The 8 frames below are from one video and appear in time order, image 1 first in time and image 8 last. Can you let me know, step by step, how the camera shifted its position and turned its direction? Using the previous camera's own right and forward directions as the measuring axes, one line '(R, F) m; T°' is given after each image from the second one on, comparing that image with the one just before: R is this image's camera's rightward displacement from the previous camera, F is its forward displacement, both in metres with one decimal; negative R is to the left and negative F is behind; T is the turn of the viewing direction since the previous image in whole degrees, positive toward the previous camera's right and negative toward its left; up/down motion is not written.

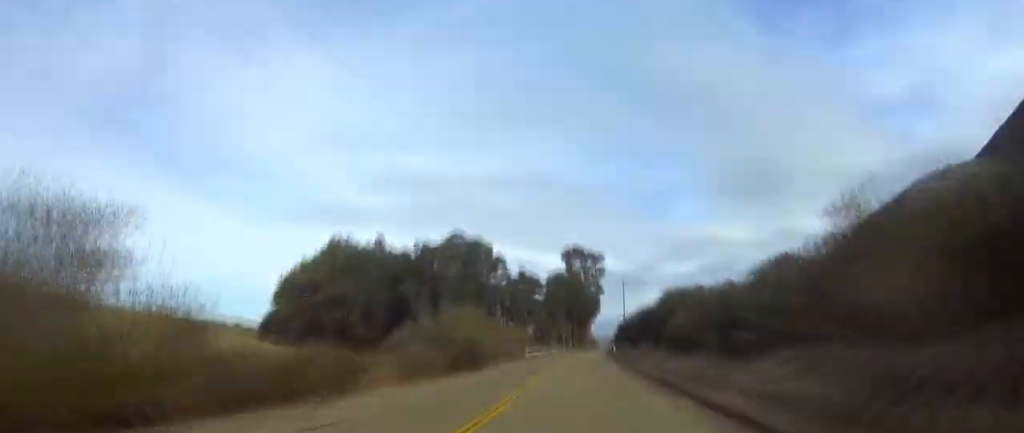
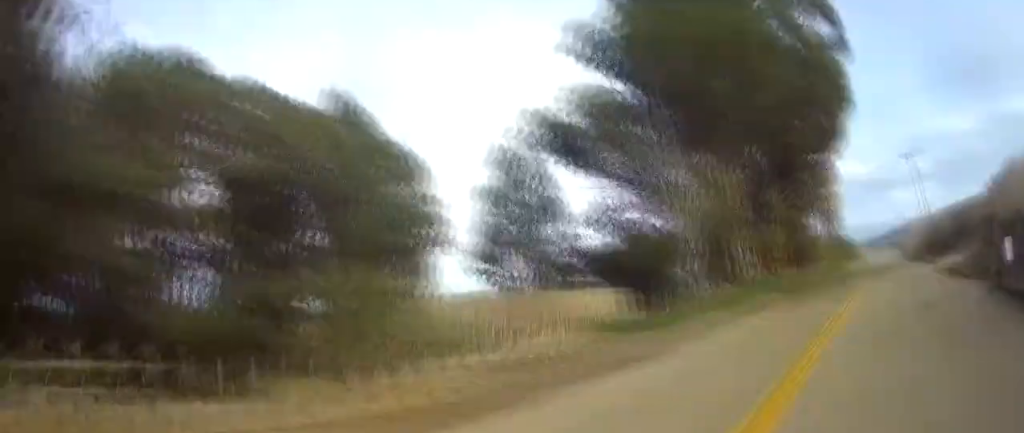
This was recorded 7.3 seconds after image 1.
(+1.0, +152.1) m; +3°
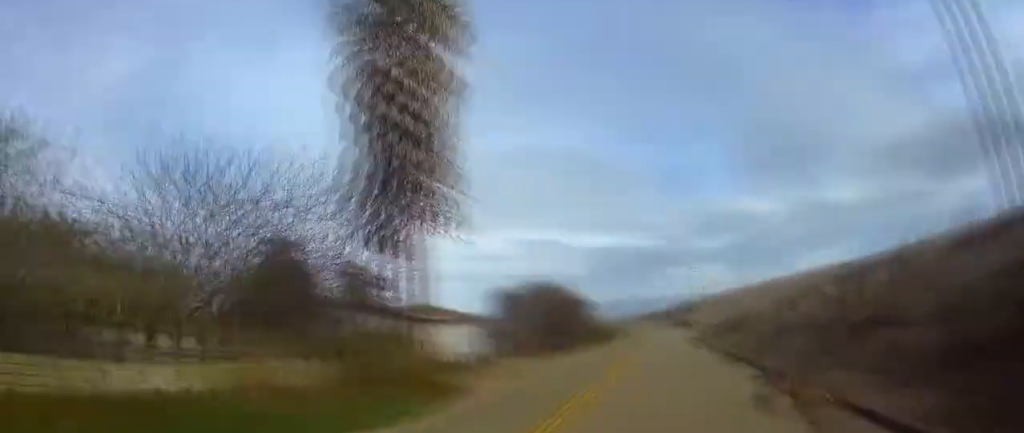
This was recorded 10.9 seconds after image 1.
(+1.8, +73.7) m; +1°
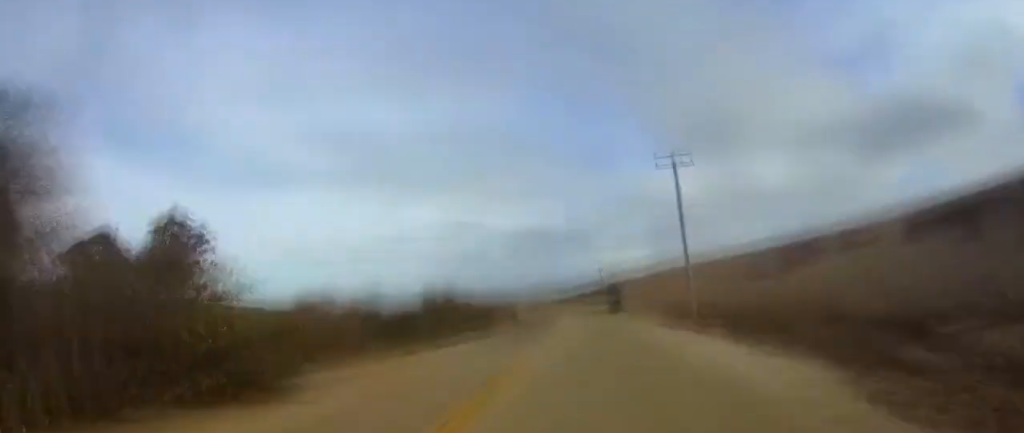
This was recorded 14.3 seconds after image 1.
(-0.1, +68.2) m; -1°
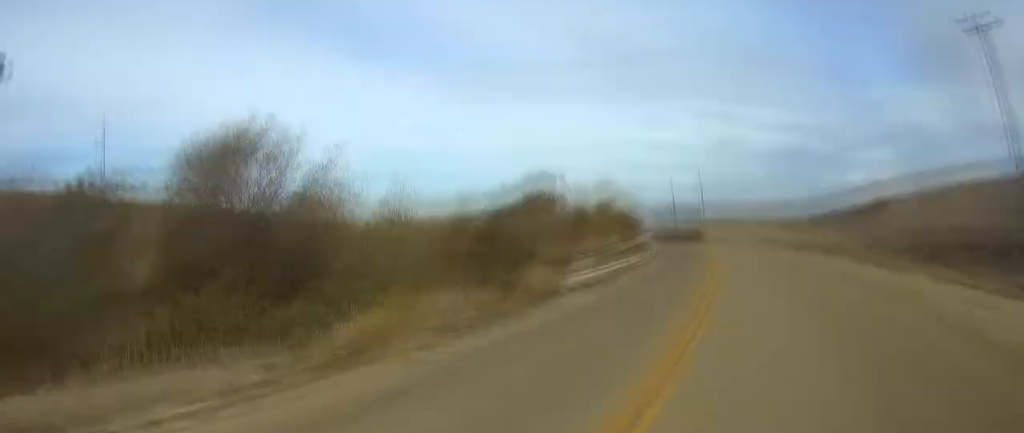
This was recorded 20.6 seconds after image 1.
(-7.3, +130.1) m; -10°
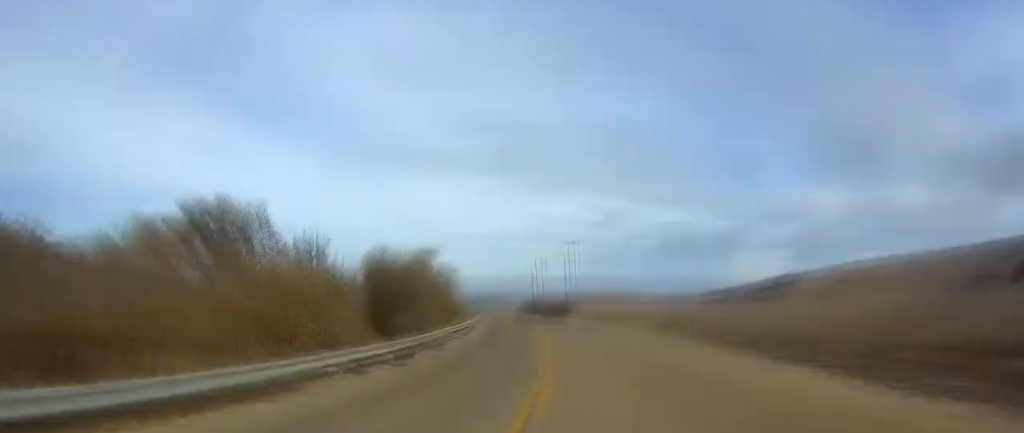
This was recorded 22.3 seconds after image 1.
(-1.2, +36.7) m; -3°
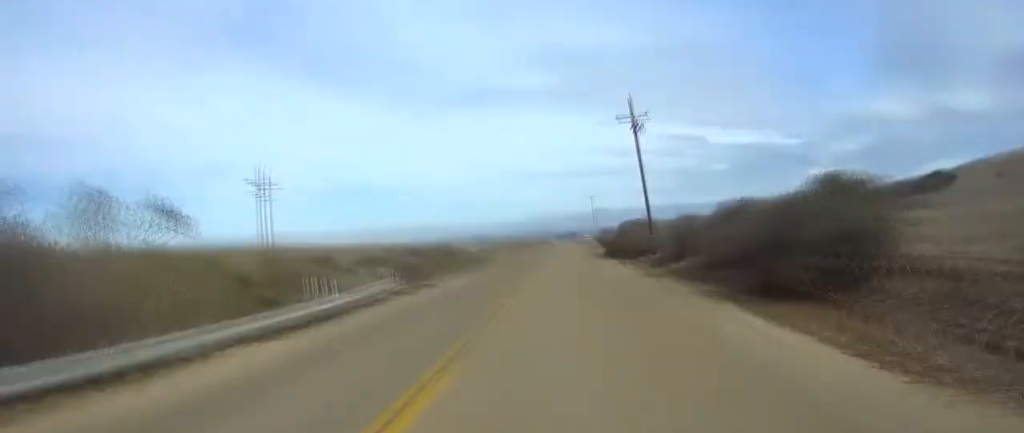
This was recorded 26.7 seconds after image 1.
(-7.3, +94.2) m; -6°
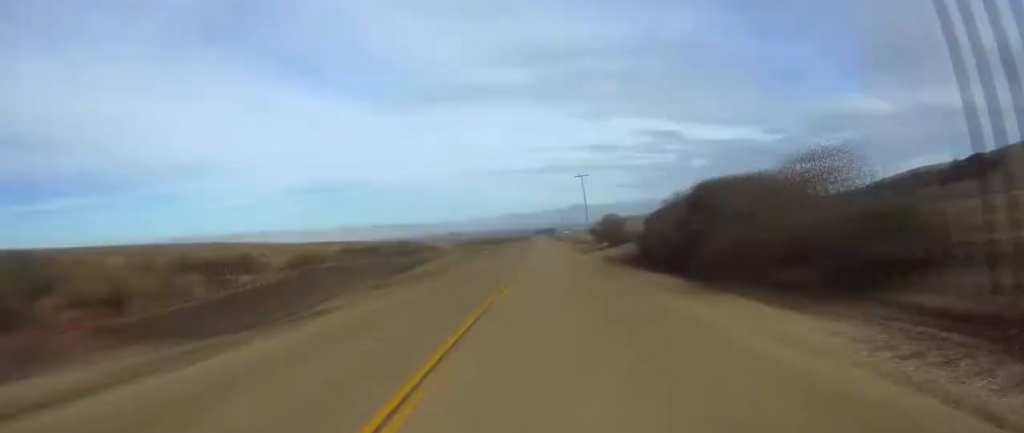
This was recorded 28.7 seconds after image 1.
(-1.4, +43.1) m; -1°
